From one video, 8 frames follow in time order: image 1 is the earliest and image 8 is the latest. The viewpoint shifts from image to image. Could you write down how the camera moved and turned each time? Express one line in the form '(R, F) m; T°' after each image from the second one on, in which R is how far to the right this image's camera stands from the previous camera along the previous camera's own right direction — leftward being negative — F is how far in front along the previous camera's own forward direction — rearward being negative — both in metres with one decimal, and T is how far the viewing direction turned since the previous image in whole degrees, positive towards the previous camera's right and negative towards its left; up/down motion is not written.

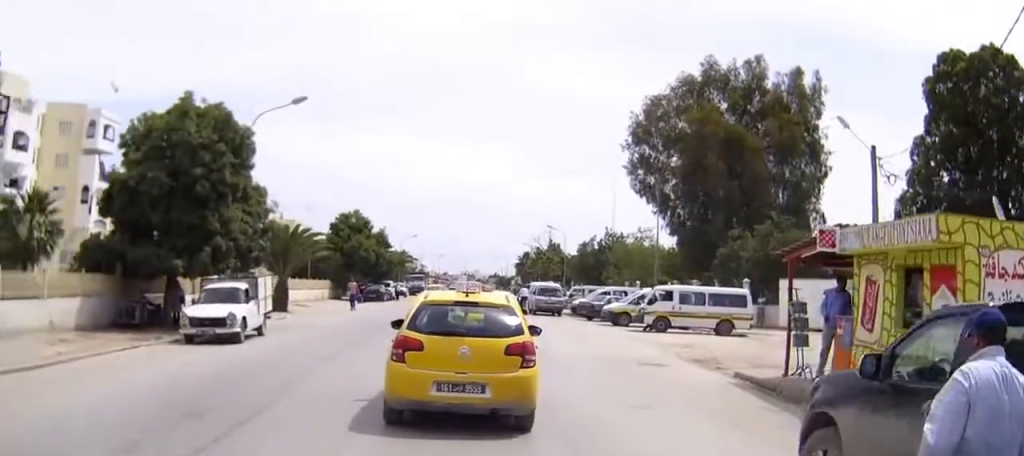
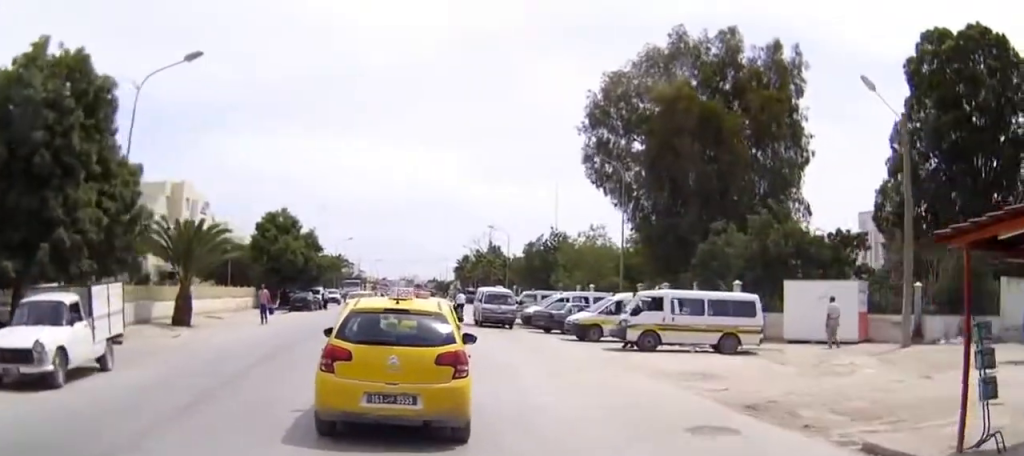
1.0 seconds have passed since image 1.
(+0.1, +7.9) m; +1°
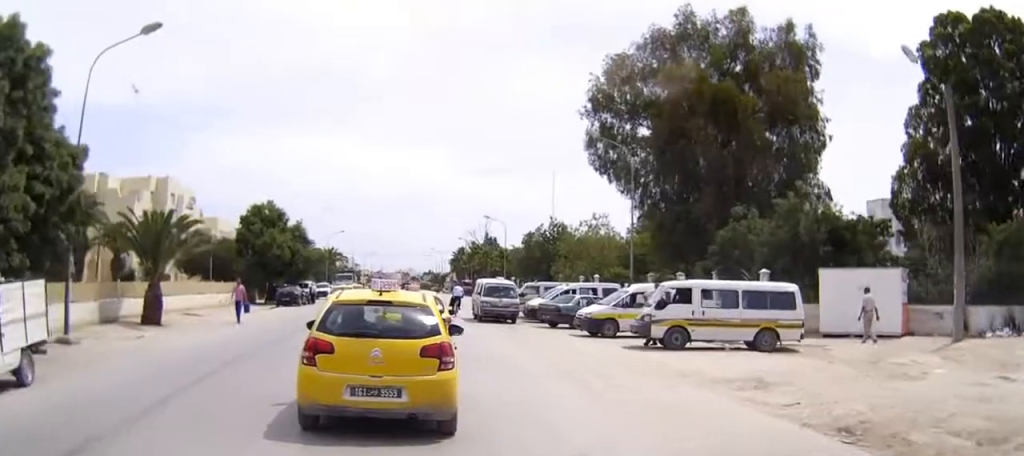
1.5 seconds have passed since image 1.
(0.0, +3.3) m; 0°
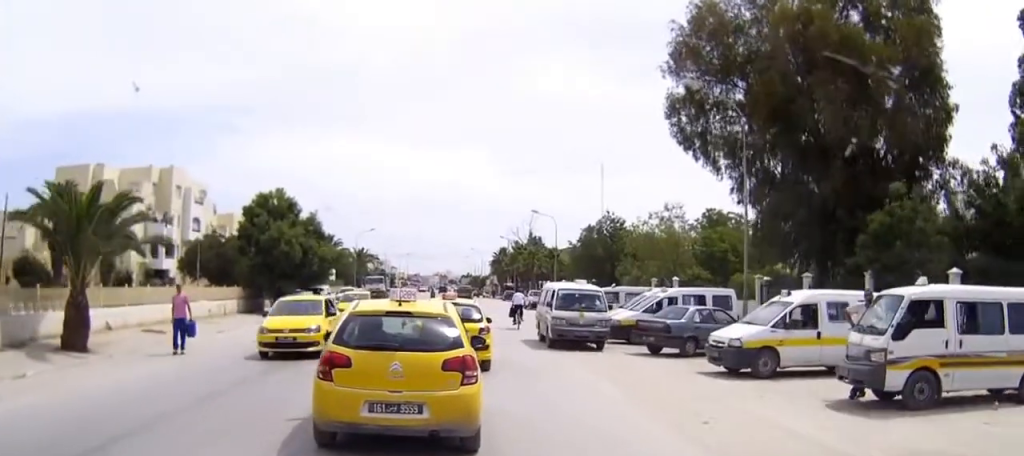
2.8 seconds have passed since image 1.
(-0.1, +10.2) m; -1°
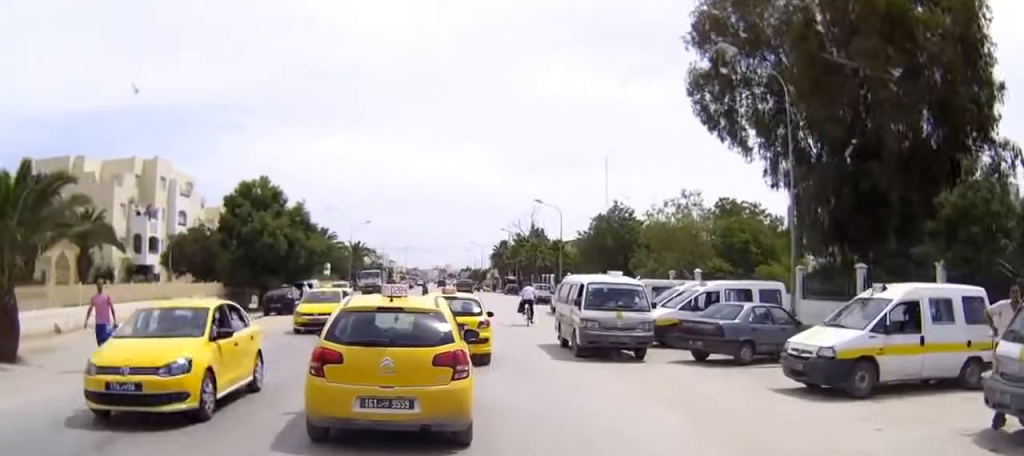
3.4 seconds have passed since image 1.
(0.0, +4.3) m; 0°
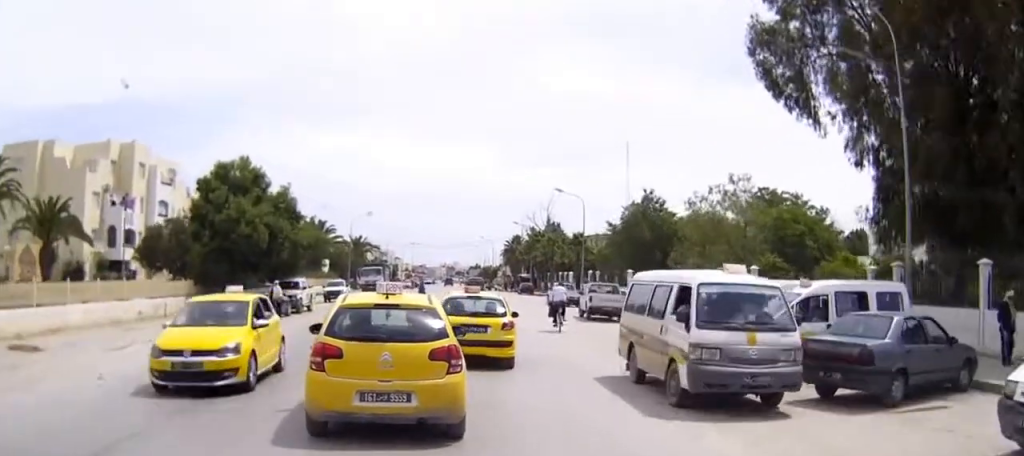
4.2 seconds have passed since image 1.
(0.0, +6.0) m; 0°
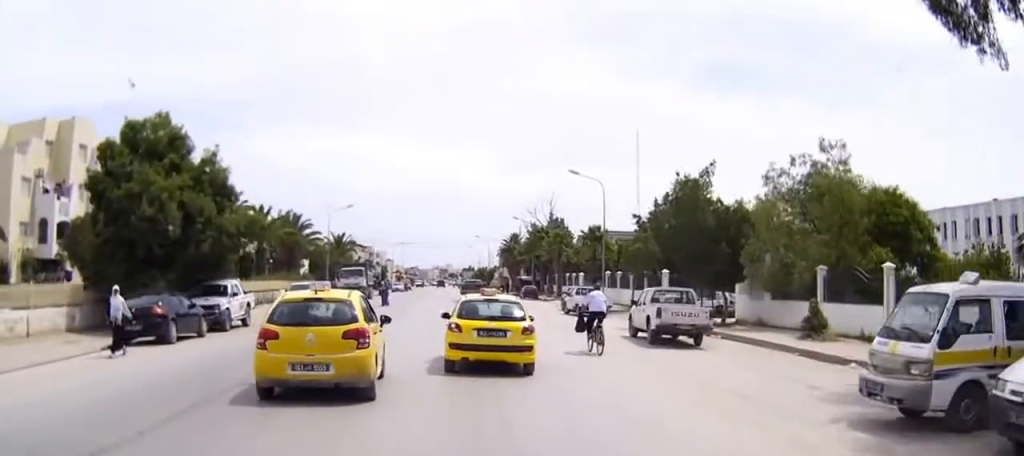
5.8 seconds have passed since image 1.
(-0.2, +13.3) m; -2°
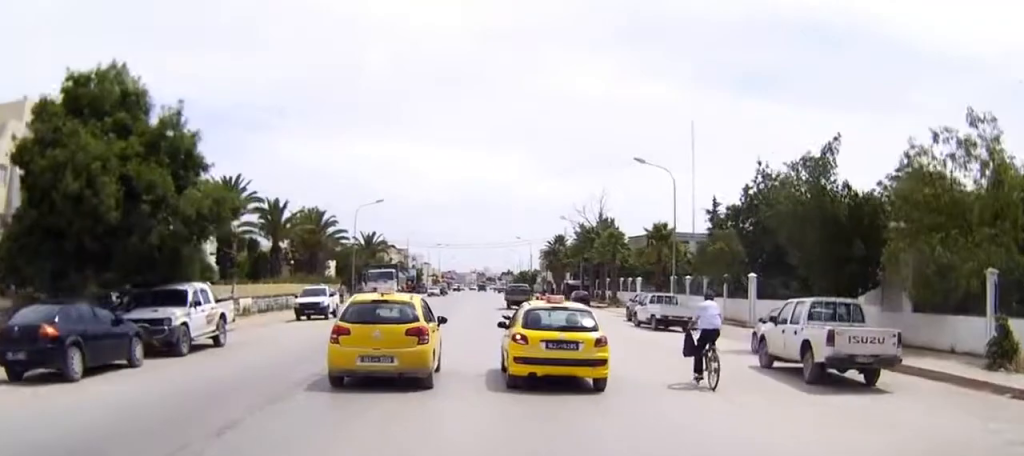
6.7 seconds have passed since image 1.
(-0.1, +8.6) m; -2°
